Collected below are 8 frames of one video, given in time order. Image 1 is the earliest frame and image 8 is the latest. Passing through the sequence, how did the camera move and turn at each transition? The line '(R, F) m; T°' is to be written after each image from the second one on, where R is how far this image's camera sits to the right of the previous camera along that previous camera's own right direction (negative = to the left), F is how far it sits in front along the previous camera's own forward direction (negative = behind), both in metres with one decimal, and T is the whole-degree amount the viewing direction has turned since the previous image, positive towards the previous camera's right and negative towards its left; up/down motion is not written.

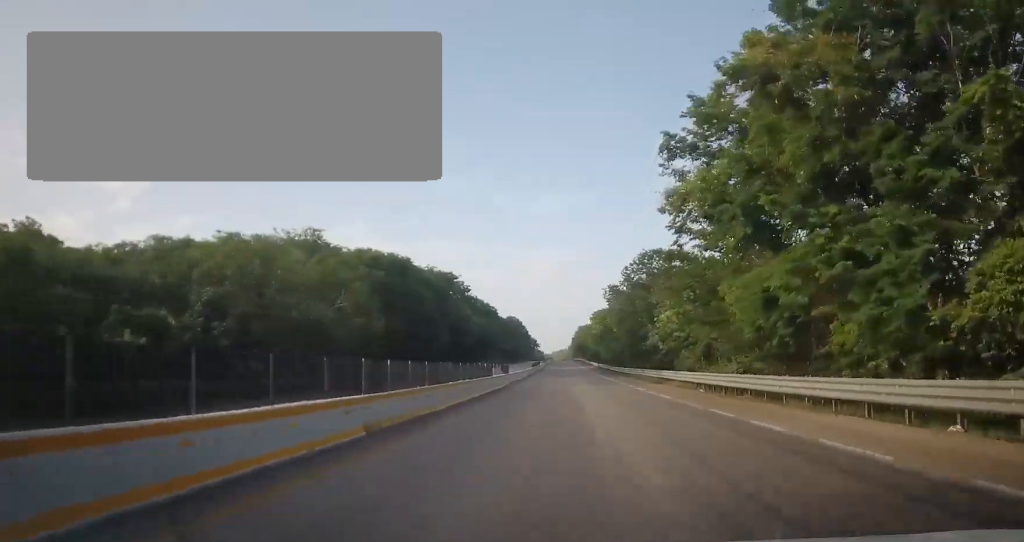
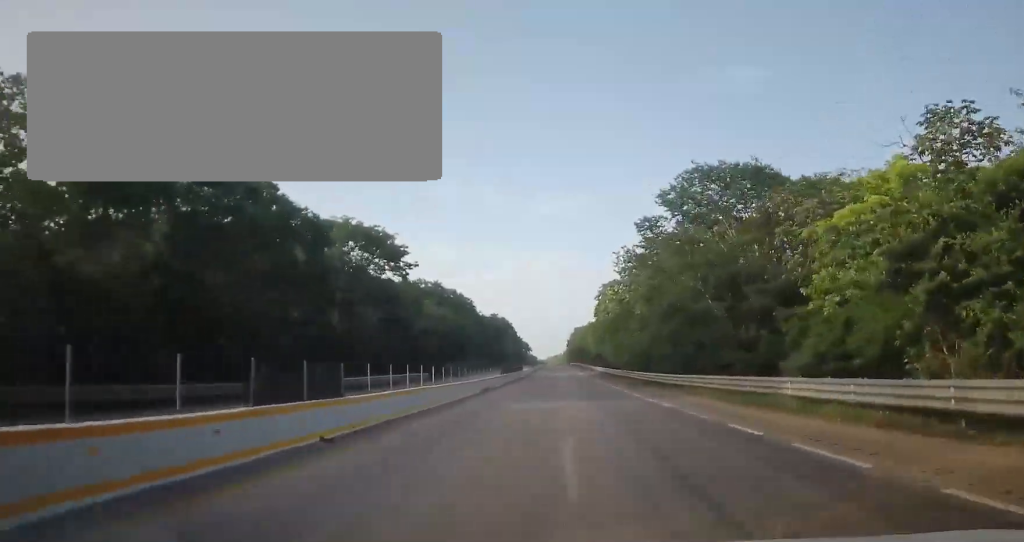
(-0.5, +33.5) m; +1°
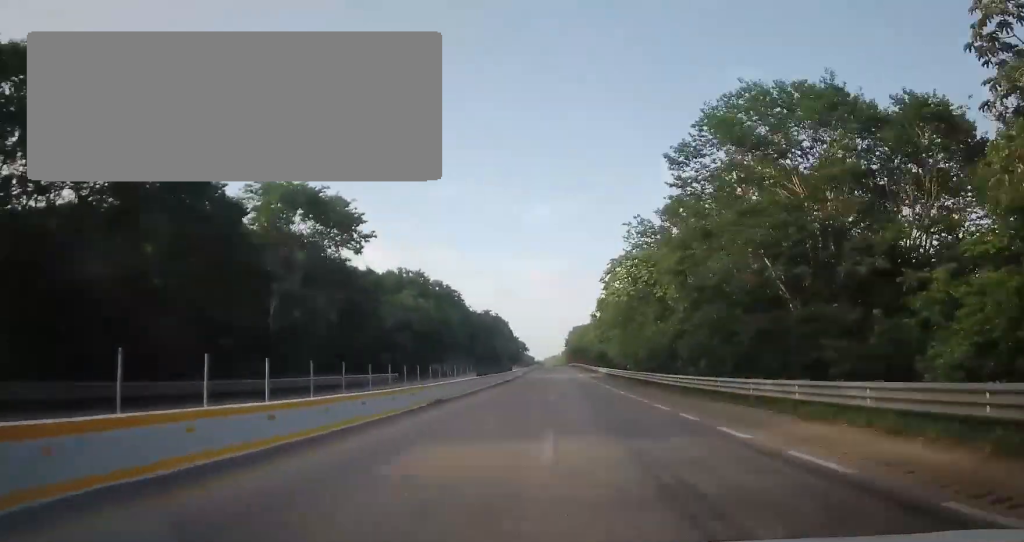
(+0.4, +12.8) m; 0°
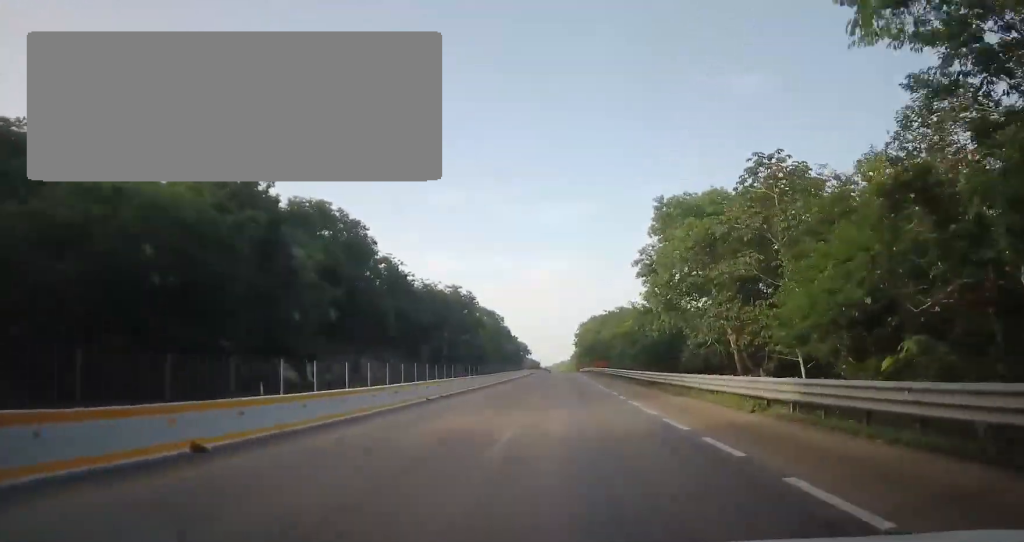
(-0.6, +60.3) m; -2°
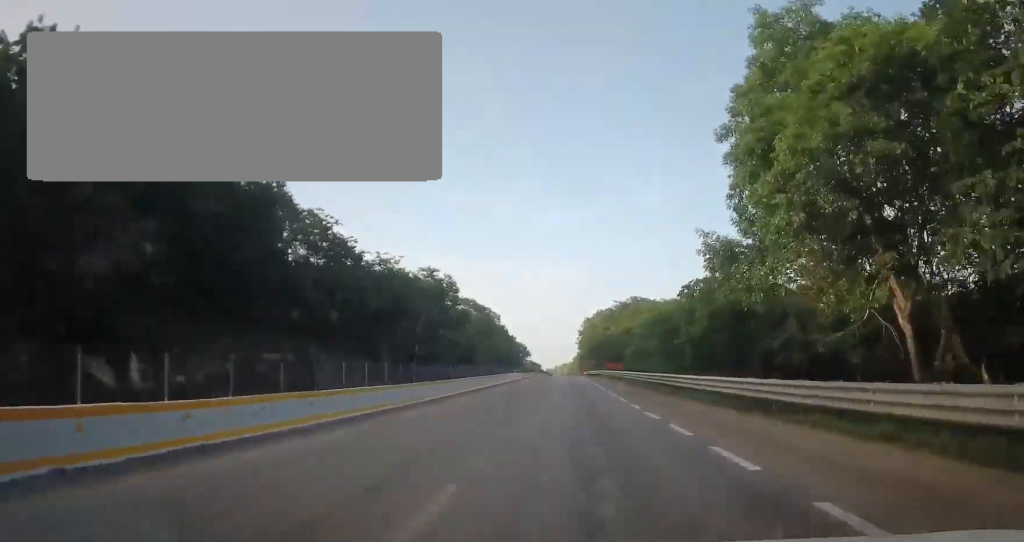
(-0.1, +22.2) m; 0°
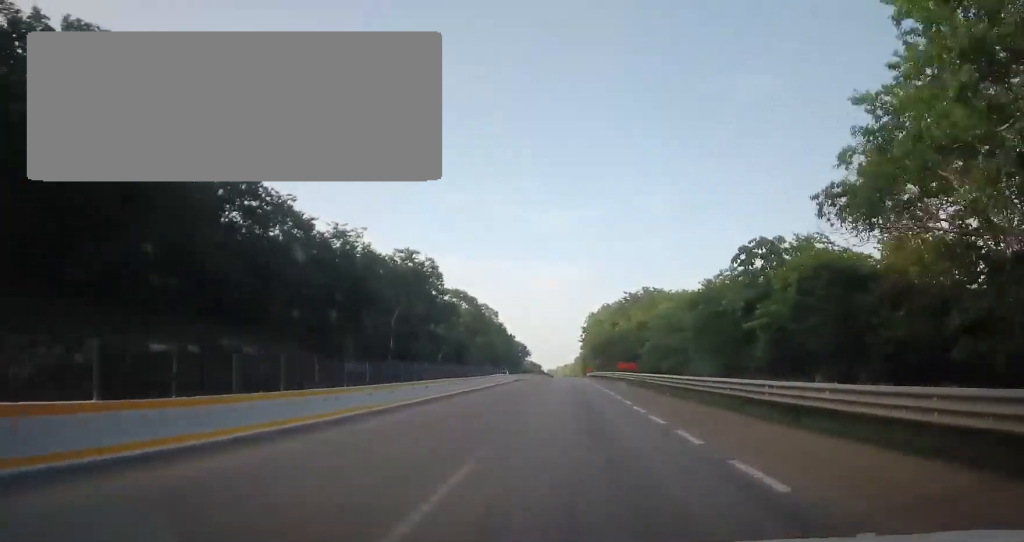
(0.0, +13.7) m; 0°
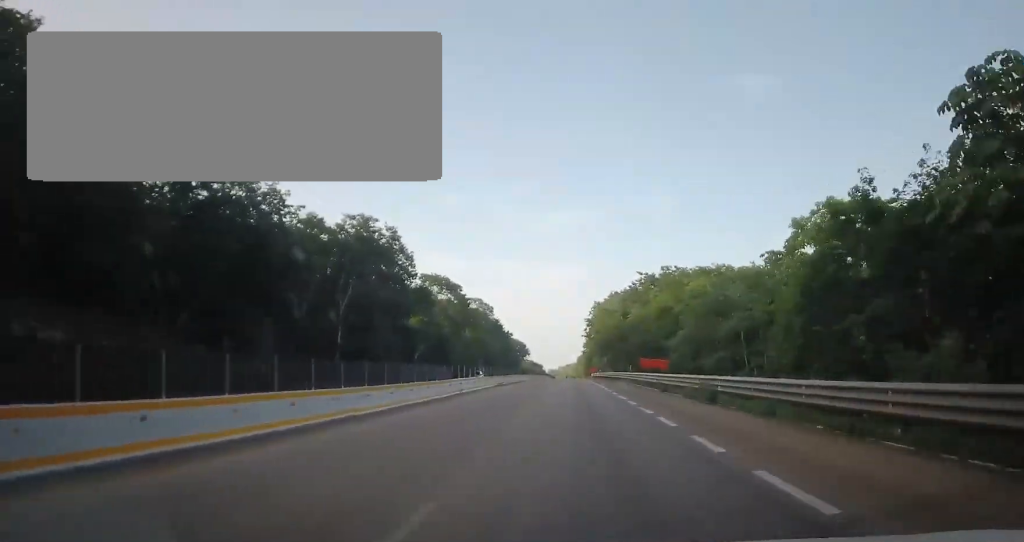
(-0.1, +18.0) m; 0°
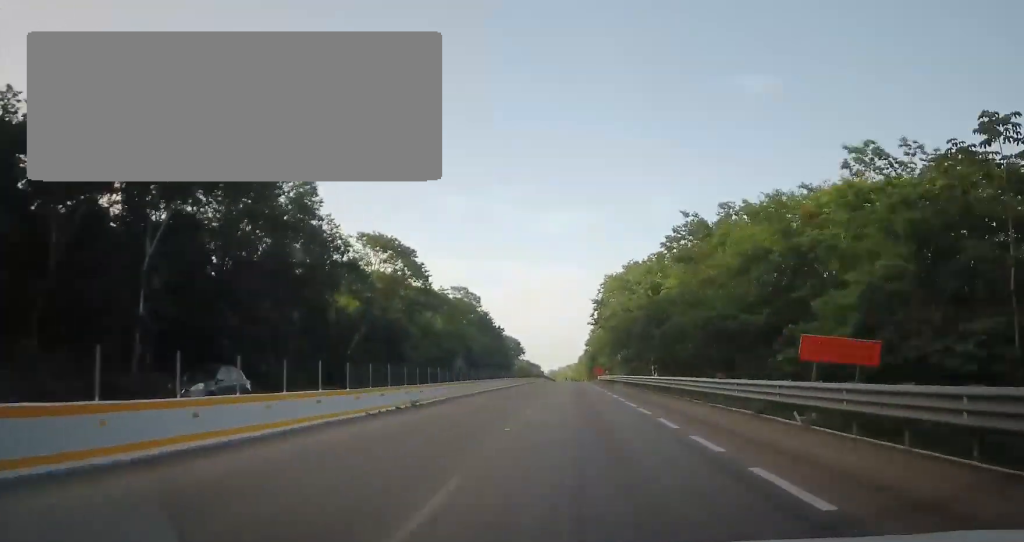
(0.0, +29.2) m; 0°
